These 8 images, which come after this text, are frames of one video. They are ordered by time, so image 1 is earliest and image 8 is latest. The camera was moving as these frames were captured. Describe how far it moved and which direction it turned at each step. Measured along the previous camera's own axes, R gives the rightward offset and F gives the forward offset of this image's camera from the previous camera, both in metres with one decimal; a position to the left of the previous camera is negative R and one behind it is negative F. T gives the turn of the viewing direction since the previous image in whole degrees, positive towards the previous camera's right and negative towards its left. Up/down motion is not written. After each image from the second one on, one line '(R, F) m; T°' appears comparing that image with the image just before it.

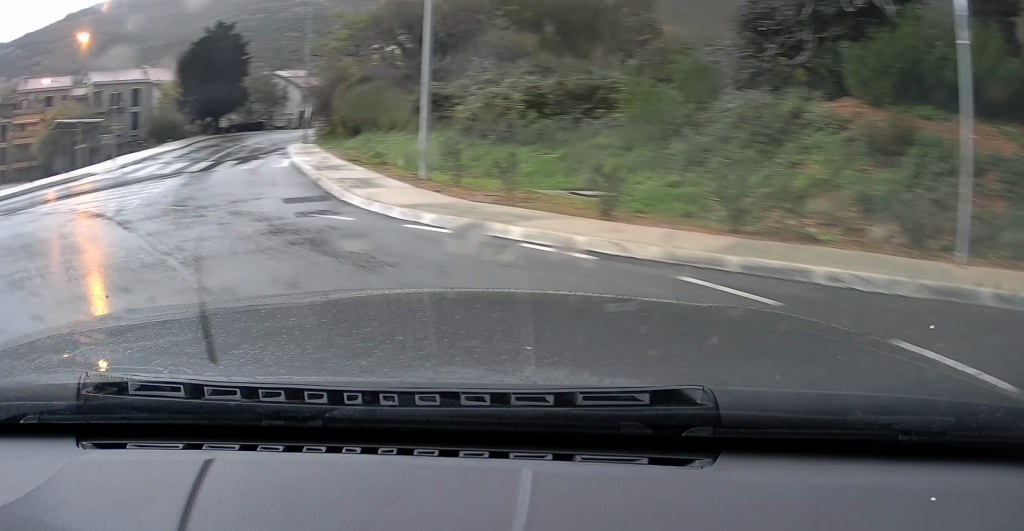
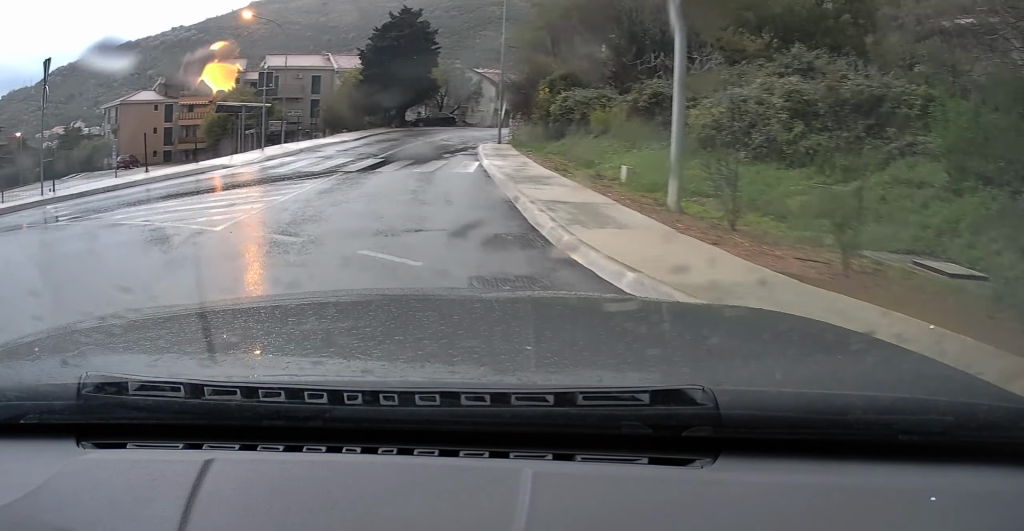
(-0.7, +5.3) m; -9°
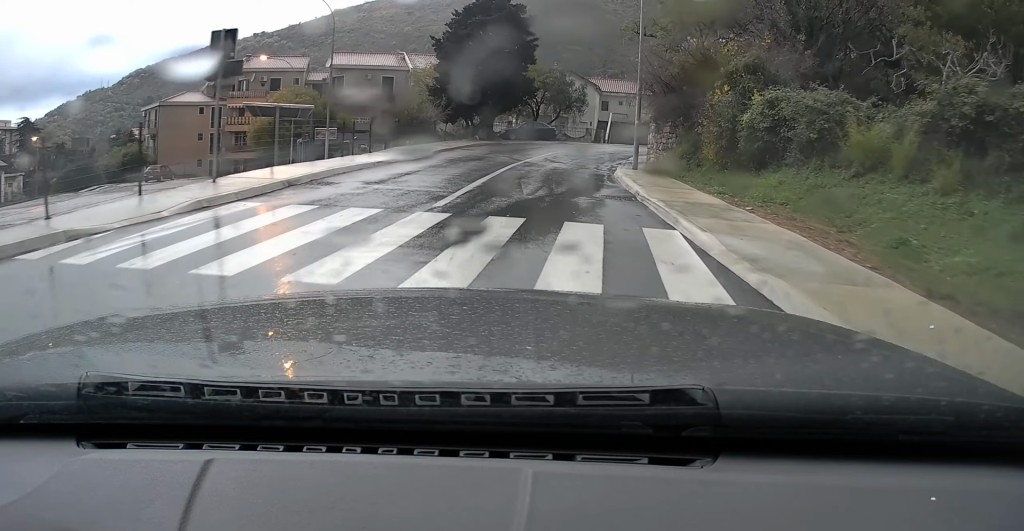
(-1.0, +12.1) m; -5°
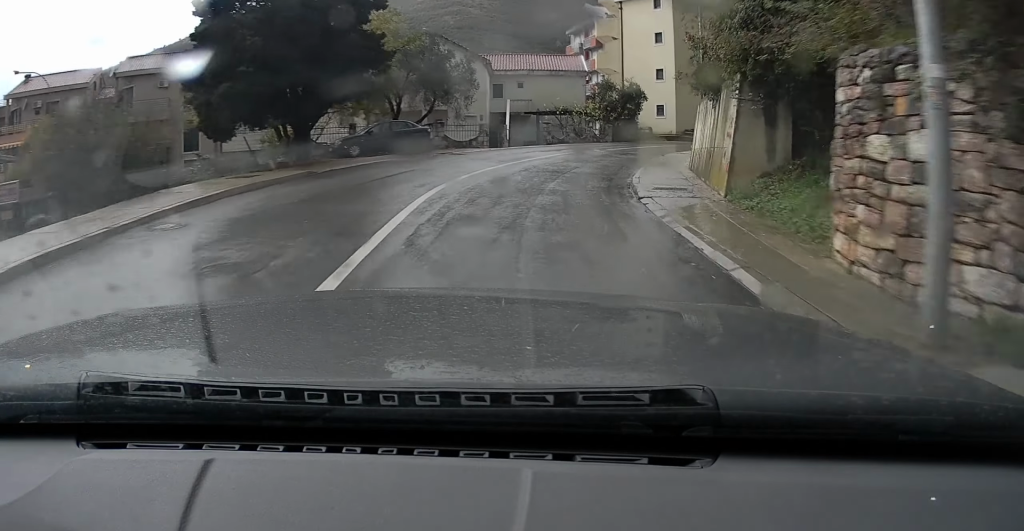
(+0.4, +20.5) m; +6°
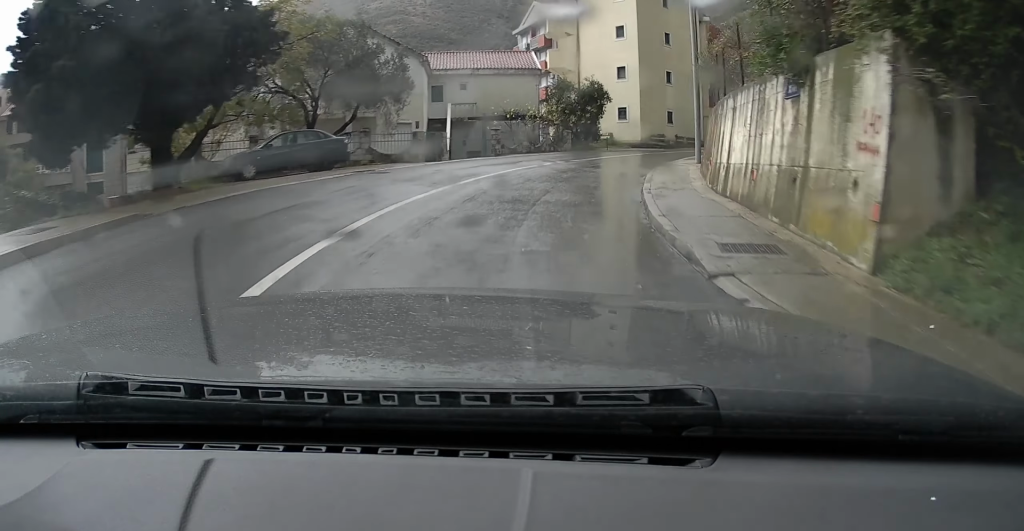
(+0.3, +6.3) m; +4°
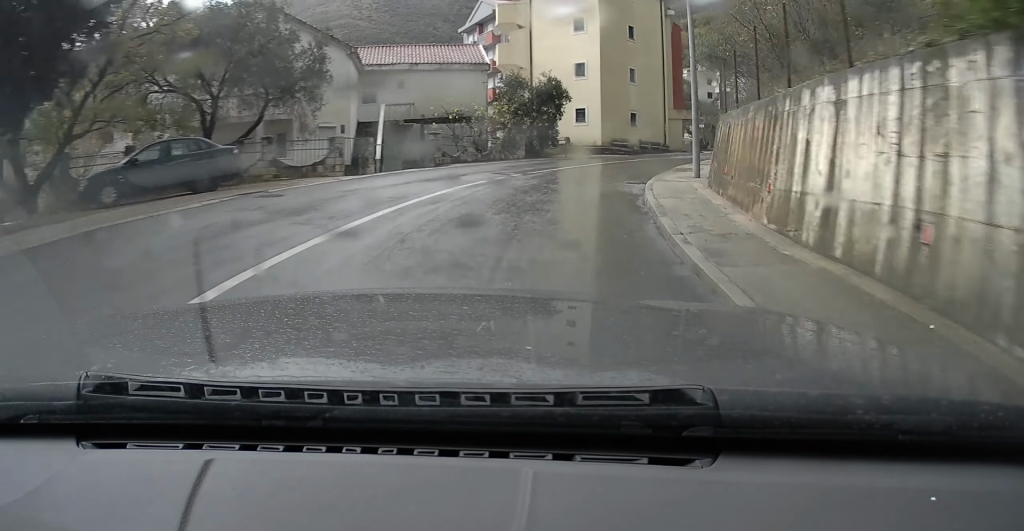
(+0.1, +5.2) m; +4°
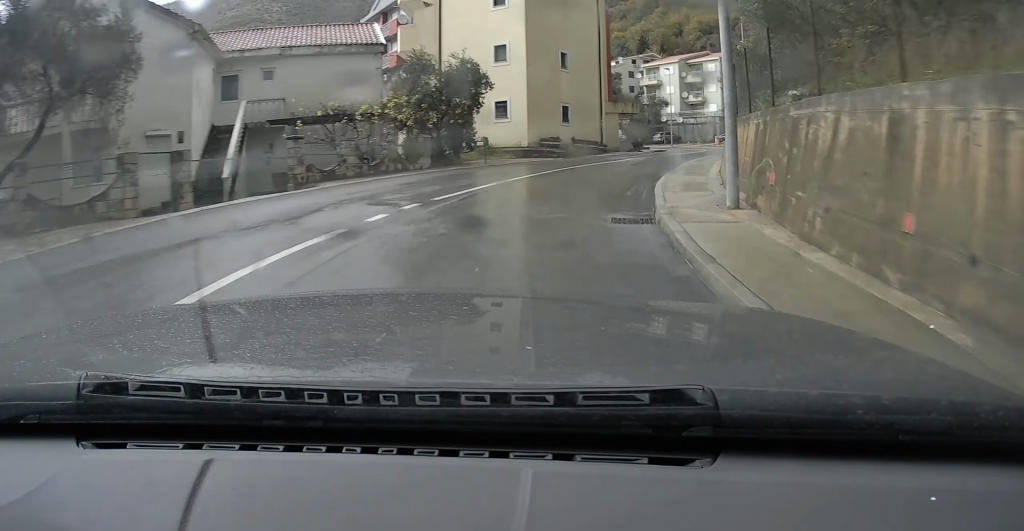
(+0.3, +7.5) m; +7°
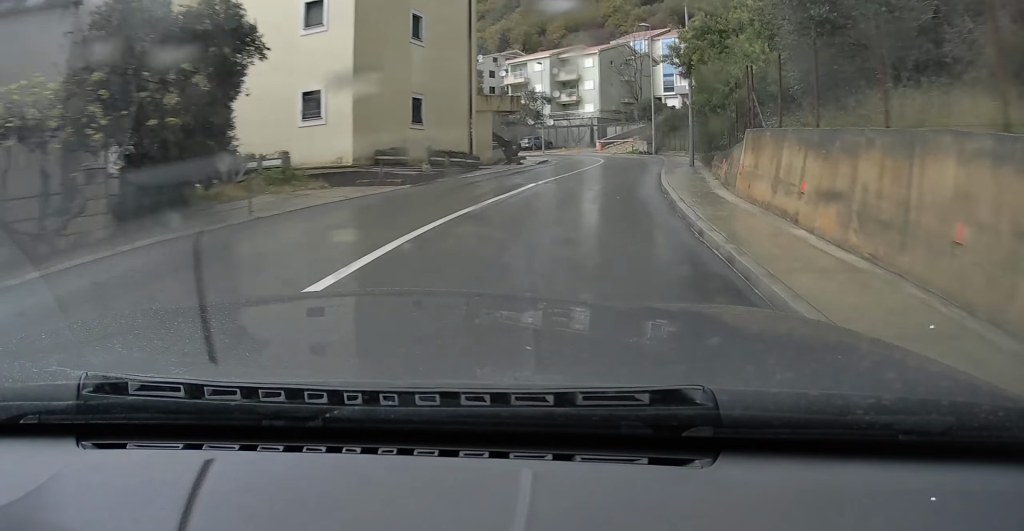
(+1.3, +11.9) m; +14°
